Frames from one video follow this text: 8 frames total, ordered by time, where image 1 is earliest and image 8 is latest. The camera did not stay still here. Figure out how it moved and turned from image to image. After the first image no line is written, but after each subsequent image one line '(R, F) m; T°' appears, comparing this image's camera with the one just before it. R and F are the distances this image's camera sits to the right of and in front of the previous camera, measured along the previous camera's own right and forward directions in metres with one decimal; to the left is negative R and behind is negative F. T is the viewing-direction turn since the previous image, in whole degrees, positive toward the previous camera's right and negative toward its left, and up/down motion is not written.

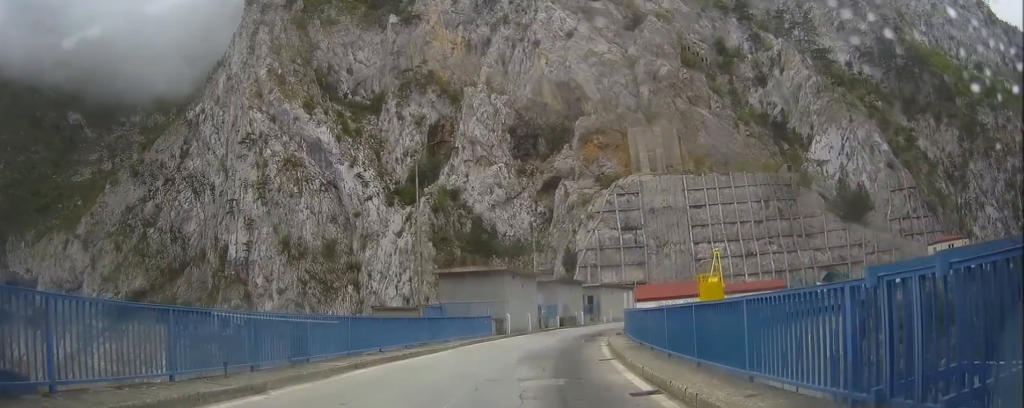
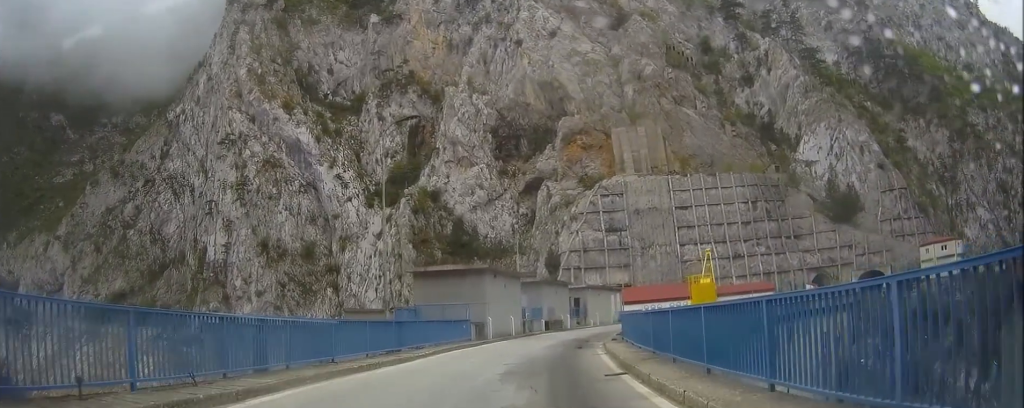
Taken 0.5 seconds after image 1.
(0.0, +4.1) m; +1°
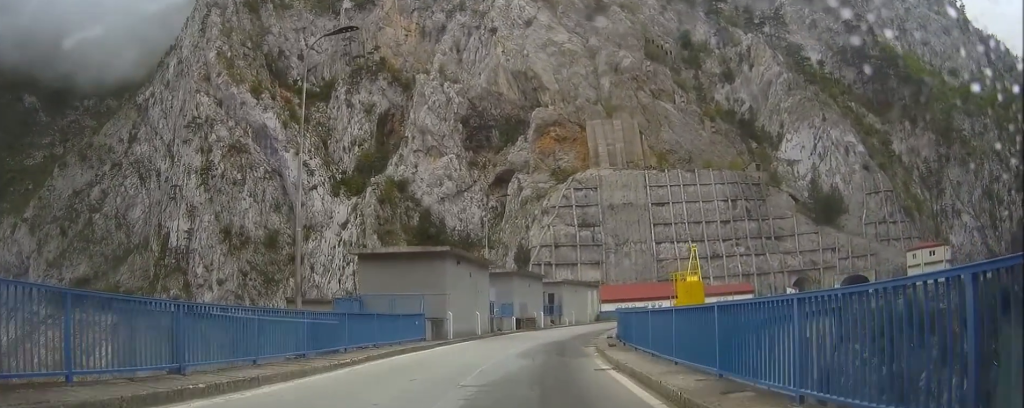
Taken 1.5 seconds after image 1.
(+0.1, +7.5) m; +2°
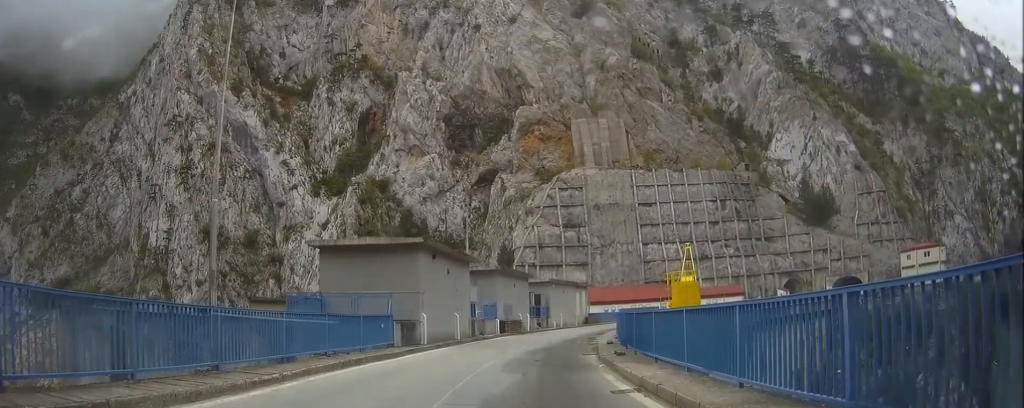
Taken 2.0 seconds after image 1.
(0.0, +4.4) m; 0°
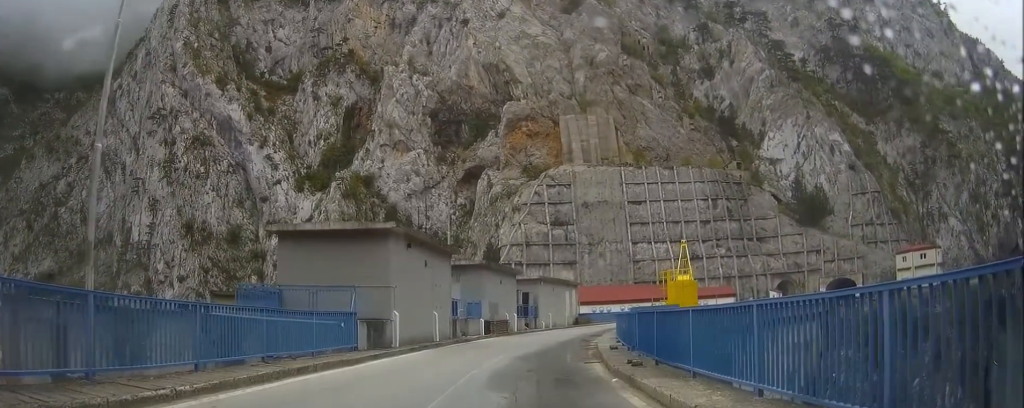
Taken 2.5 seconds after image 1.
(0.0, +3.9) m; +1°
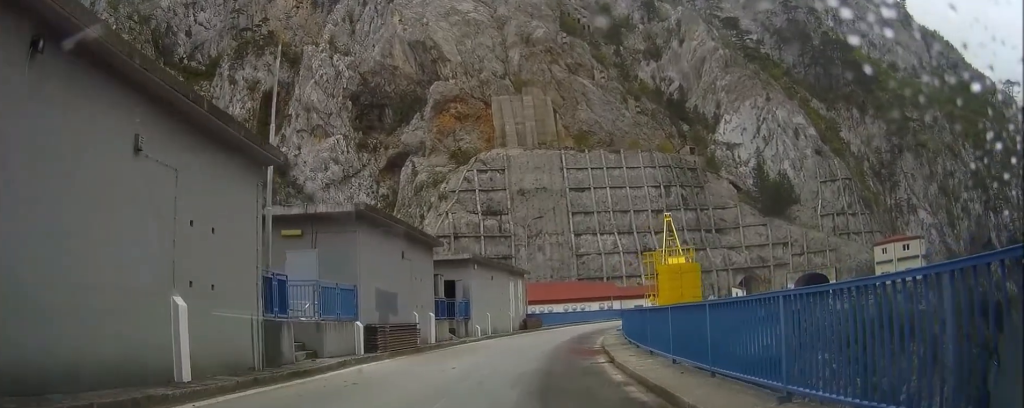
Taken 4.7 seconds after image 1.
(+1.6, +19.4) m; +10°
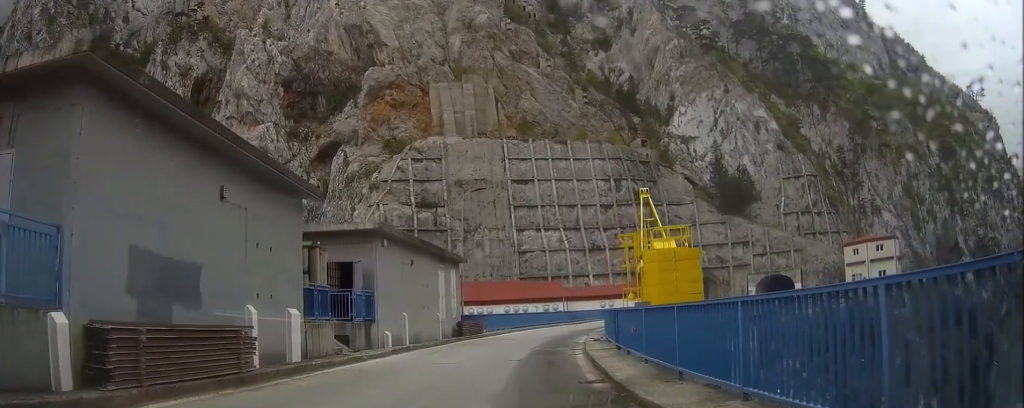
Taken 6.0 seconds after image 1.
(+0.5, +12.3) m; +4°
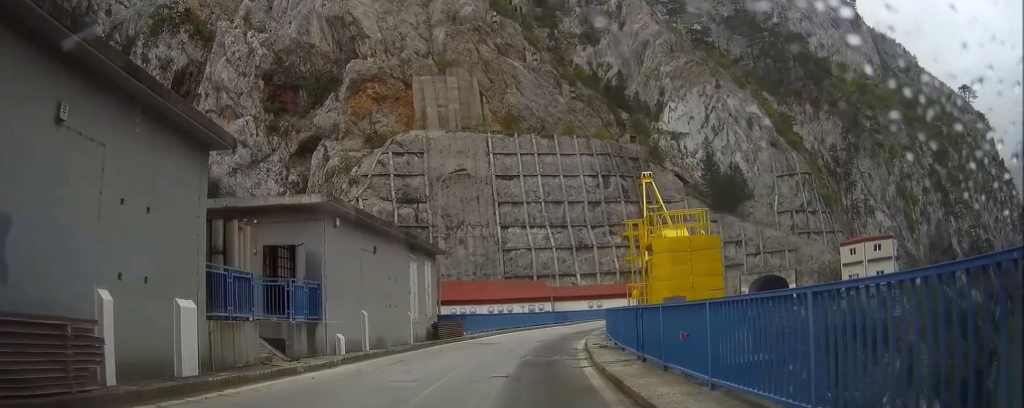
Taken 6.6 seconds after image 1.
(+0.1, +5.3) m; +2°
